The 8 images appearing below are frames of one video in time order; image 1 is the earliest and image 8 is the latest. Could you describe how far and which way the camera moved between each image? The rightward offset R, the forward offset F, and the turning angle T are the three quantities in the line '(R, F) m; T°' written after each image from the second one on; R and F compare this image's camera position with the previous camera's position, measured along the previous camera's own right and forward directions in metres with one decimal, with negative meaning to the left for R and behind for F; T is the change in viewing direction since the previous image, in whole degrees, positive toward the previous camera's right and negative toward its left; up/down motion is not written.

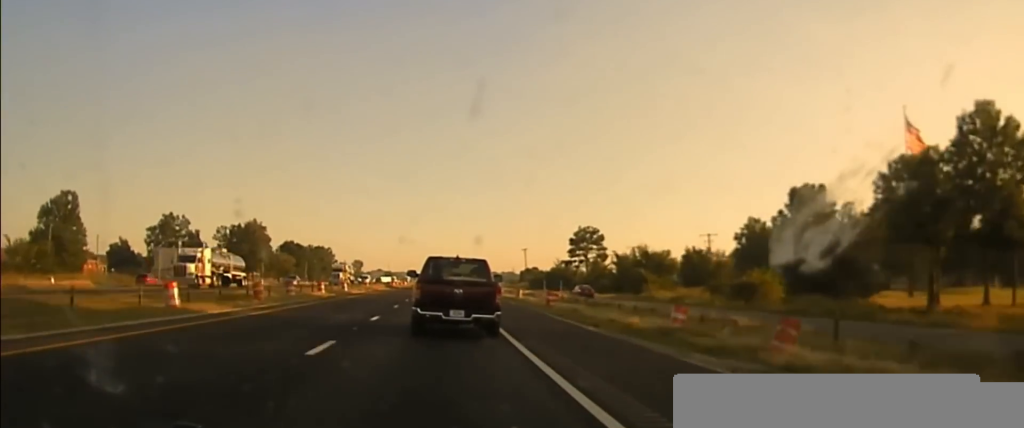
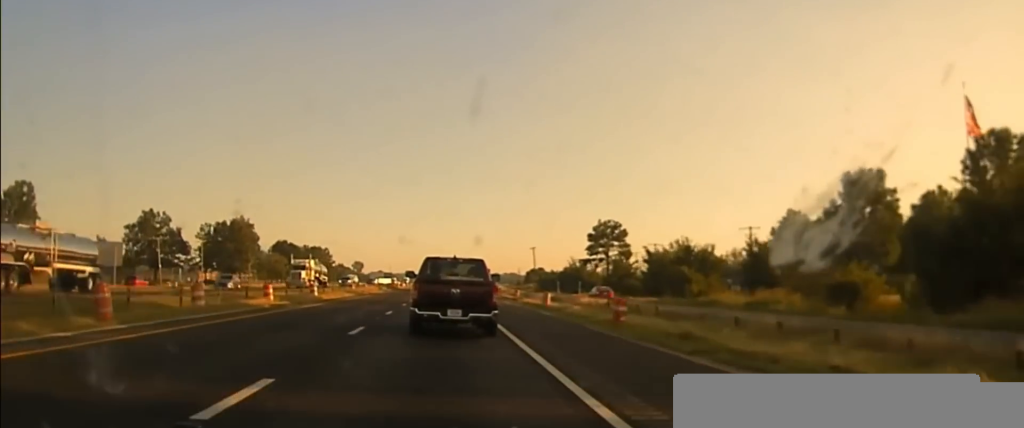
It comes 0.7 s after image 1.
(+0.1, +19.8) m; 0°
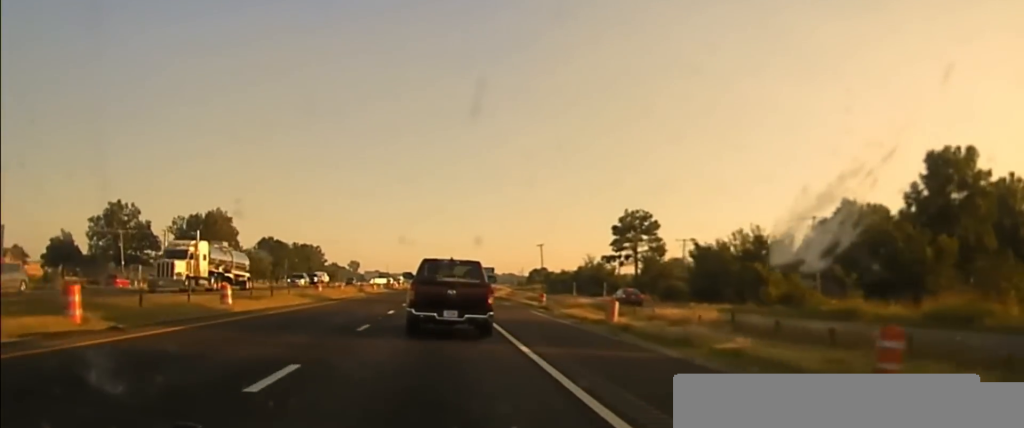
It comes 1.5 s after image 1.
(+0.1, +22.6) m; 0°
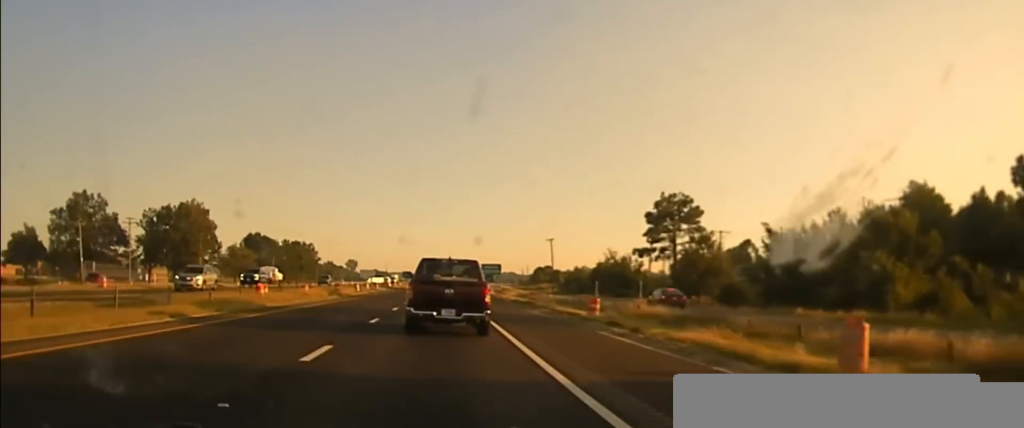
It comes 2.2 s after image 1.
(0.0, +19.9) m; 0°
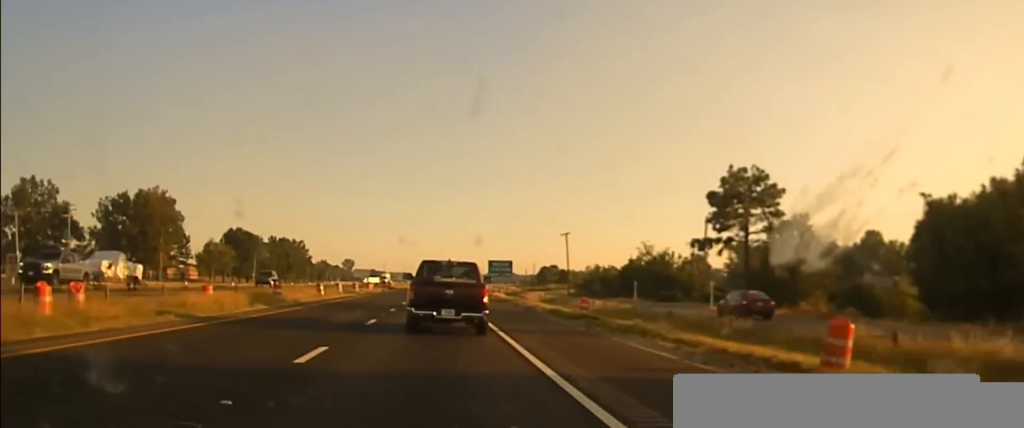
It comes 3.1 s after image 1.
(0.0, +24.8) m; 0°
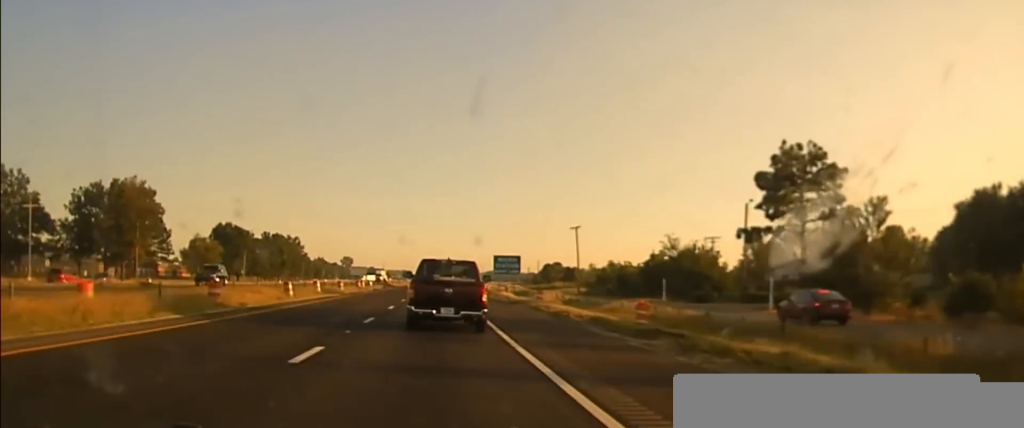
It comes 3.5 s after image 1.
(0.0, +13.4) m; 0°
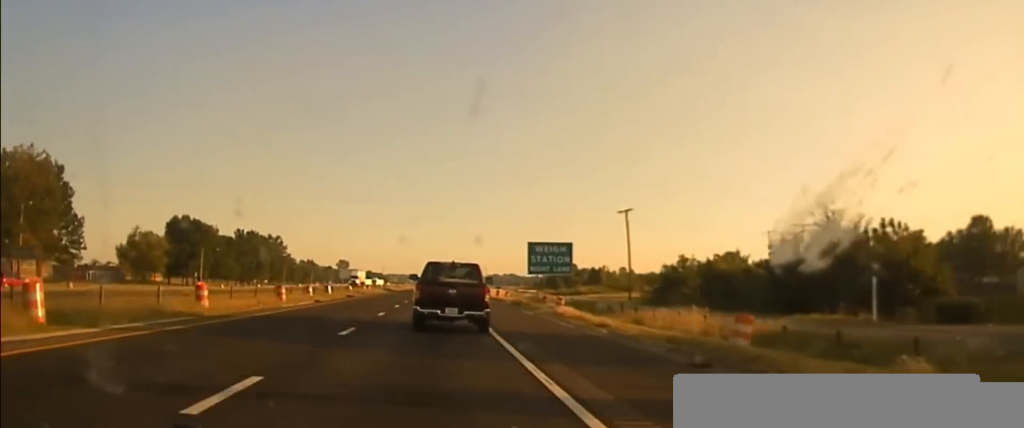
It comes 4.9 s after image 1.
(-0.1, +40.9) m; 0°
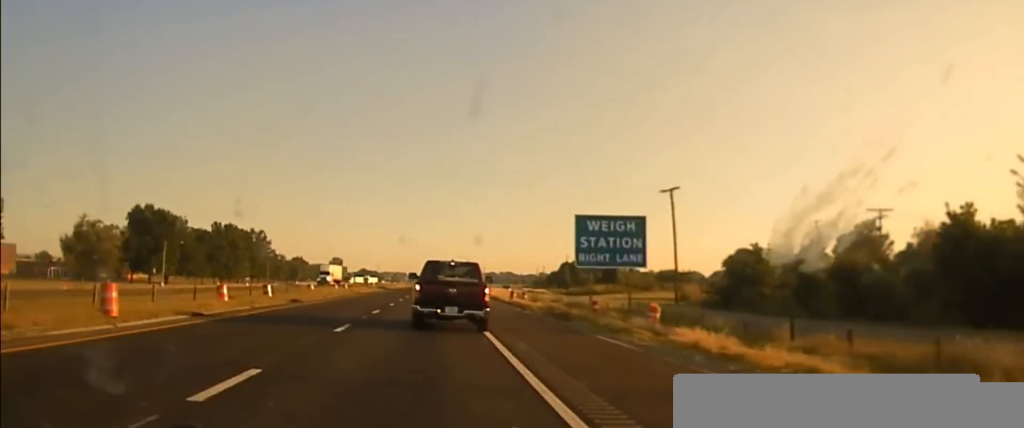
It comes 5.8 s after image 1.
(0.0, +24.4) m; 0°
